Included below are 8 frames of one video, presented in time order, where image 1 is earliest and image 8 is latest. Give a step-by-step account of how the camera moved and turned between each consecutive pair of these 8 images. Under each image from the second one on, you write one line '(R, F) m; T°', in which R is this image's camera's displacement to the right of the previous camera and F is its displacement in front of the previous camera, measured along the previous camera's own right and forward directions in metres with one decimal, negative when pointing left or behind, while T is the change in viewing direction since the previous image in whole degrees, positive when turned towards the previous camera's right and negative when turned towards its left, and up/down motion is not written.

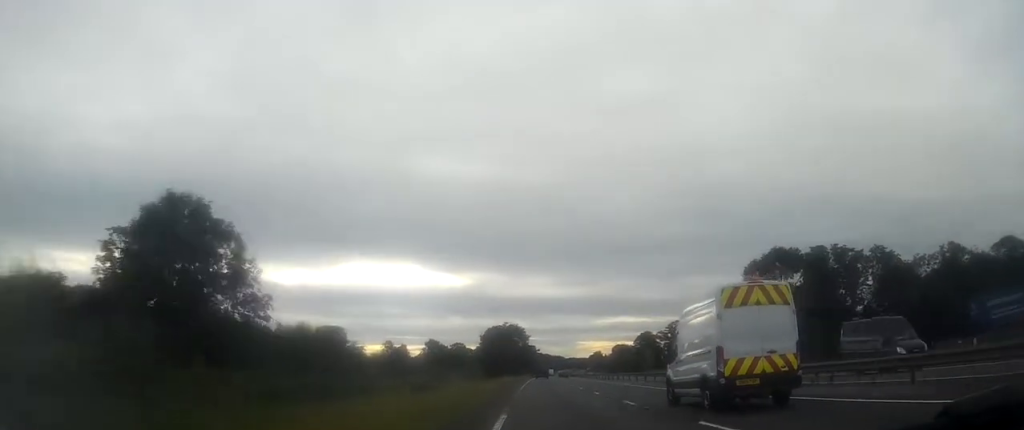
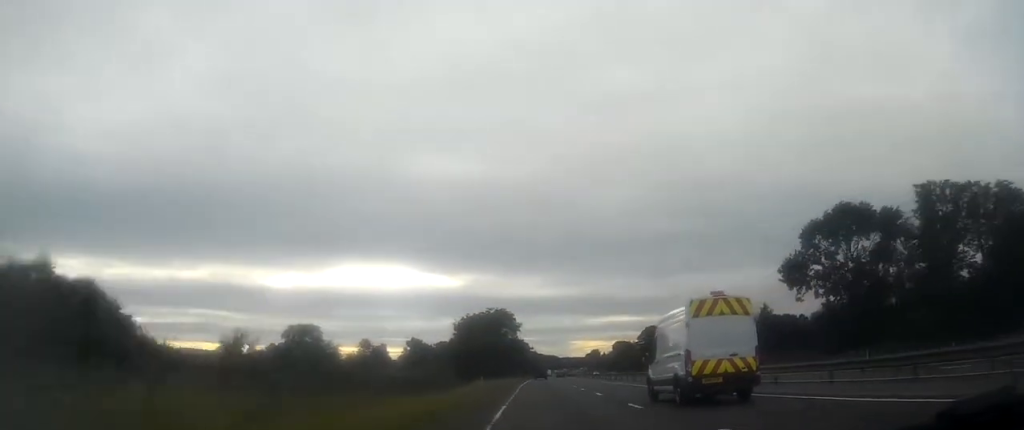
(+0.3, +29.0) m; +1°
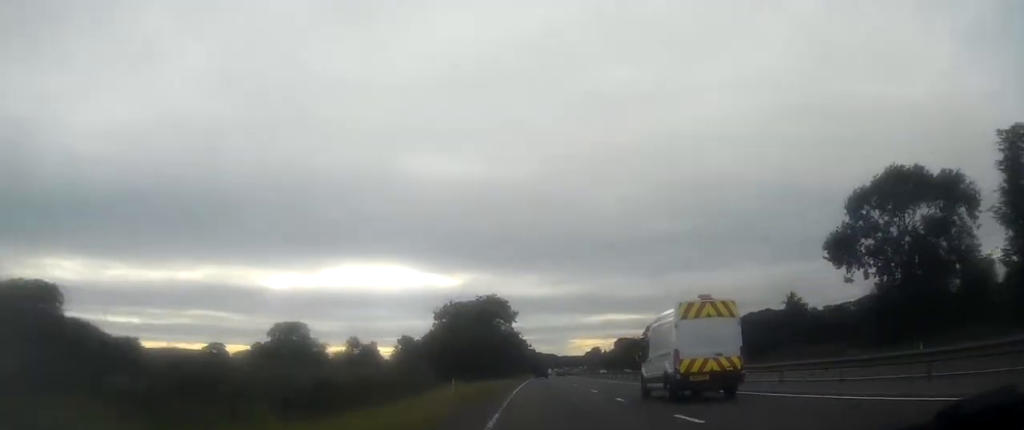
(+0.1, +15.1) m; 0°
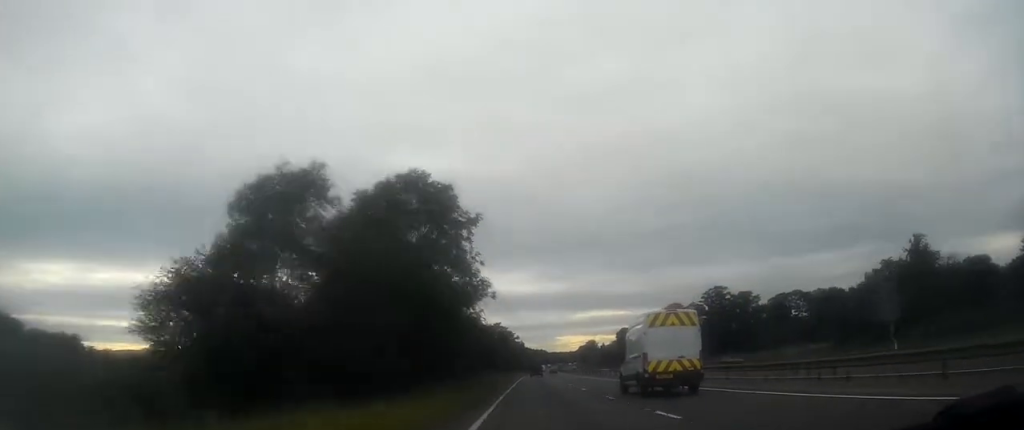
(0.0, +44.2) m; 0°
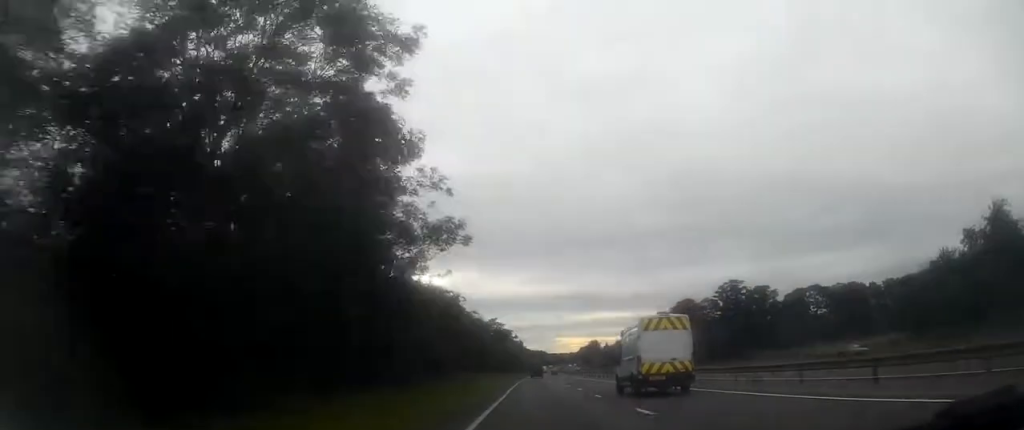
(0.0, +16.0) m; 0°
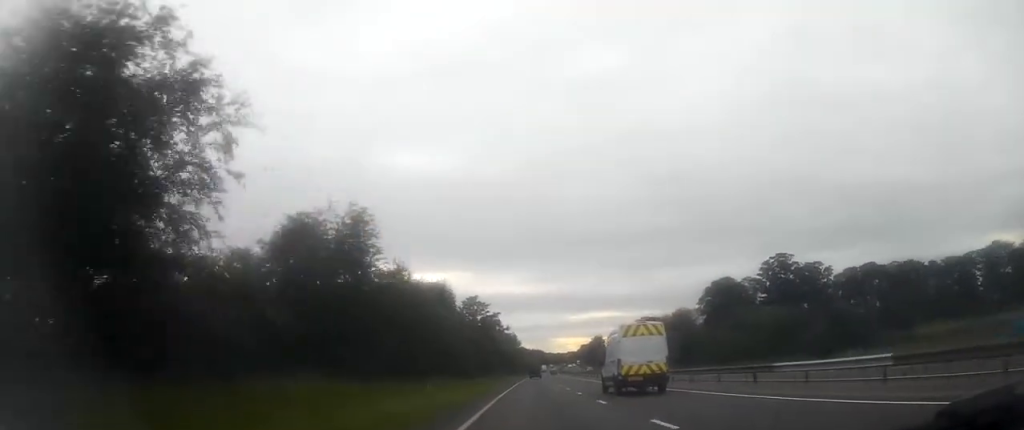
(+0.4, +39.2) m; +1°
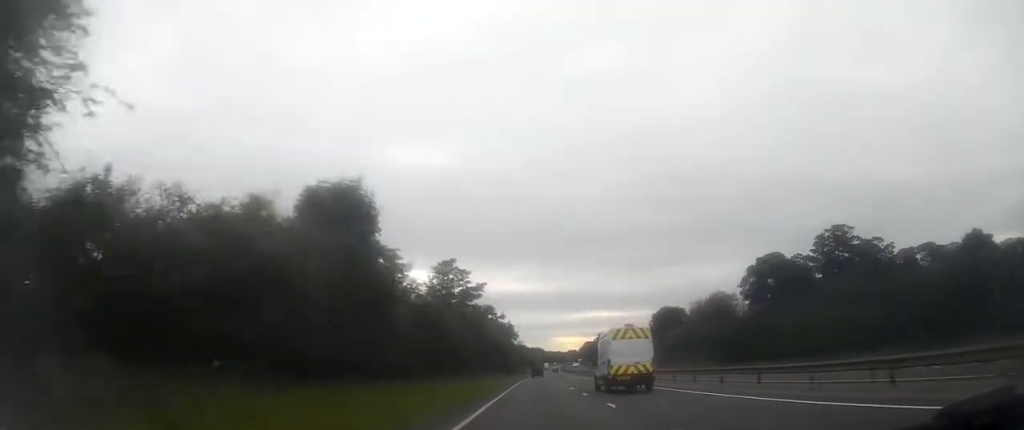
(+0.2, +29.3) m; 0°
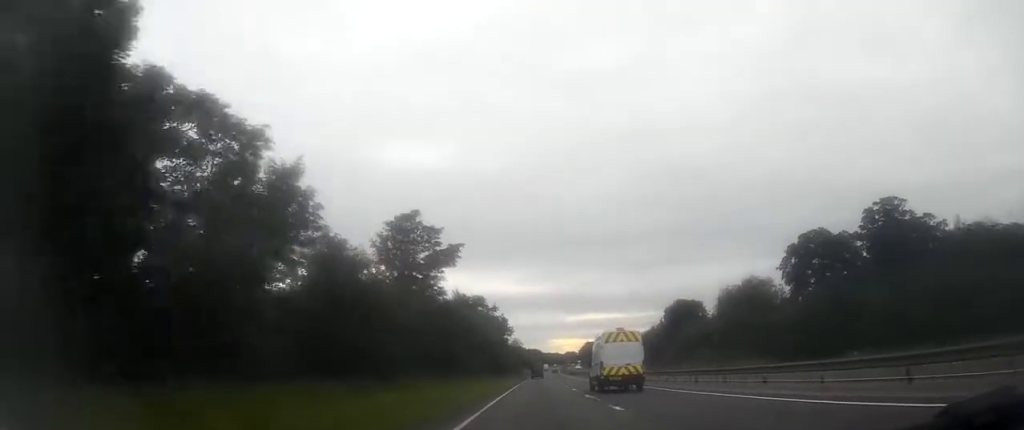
(+0.1, +20.2) m; 0°
